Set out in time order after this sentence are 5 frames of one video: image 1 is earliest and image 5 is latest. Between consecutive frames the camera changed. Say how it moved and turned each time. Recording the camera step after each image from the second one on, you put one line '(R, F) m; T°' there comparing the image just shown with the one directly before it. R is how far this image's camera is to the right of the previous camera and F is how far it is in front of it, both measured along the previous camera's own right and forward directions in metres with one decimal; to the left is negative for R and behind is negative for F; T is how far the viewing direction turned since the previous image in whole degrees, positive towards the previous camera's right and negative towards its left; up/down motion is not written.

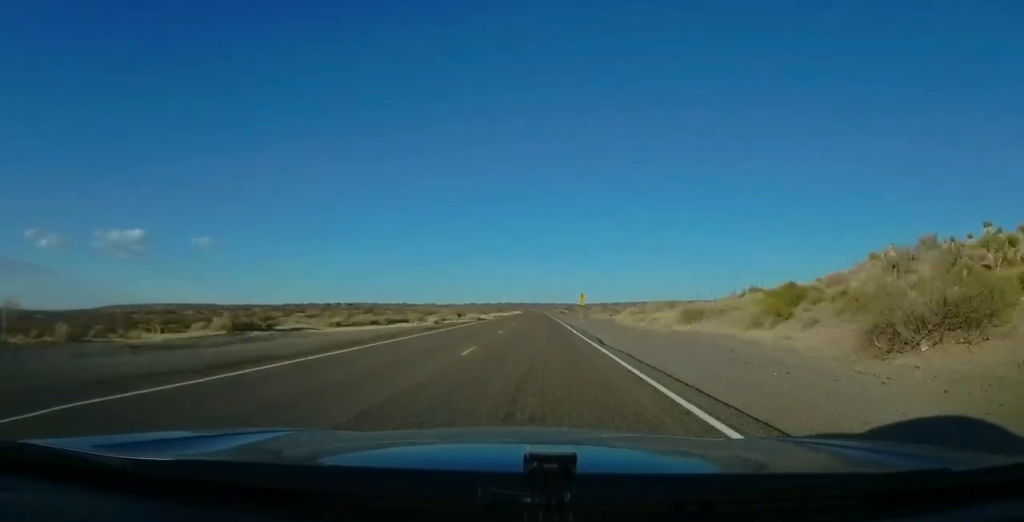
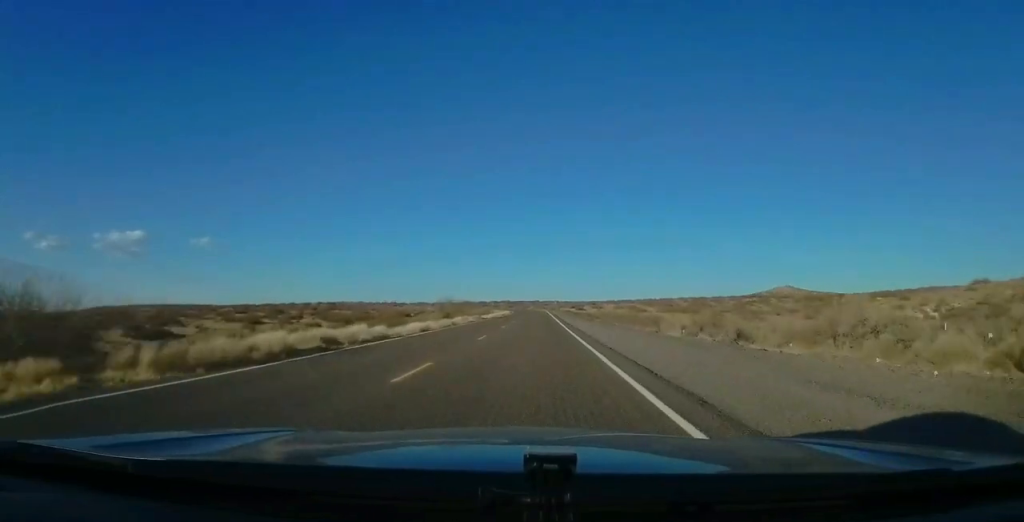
(+1.1, +78.4) m; +1°
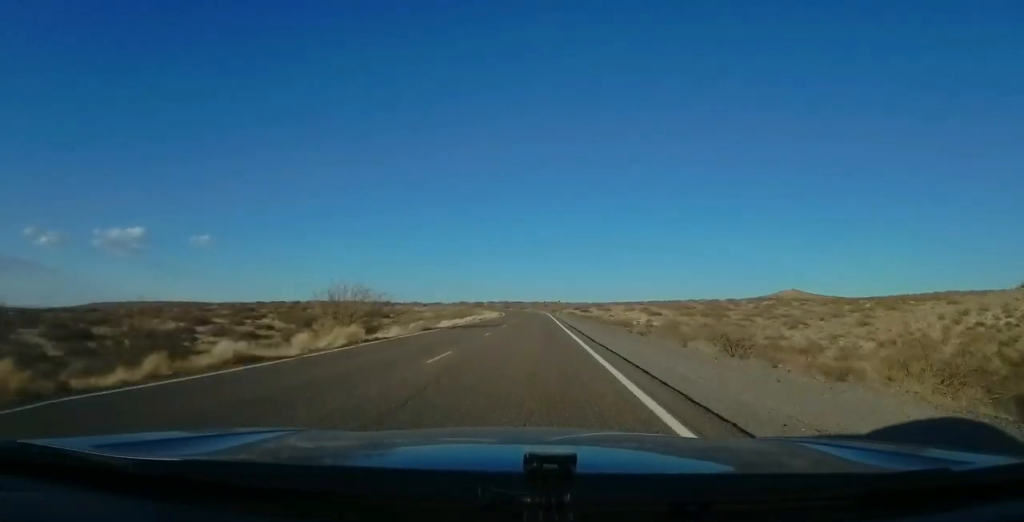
(0.0, +33.2) m; 0°
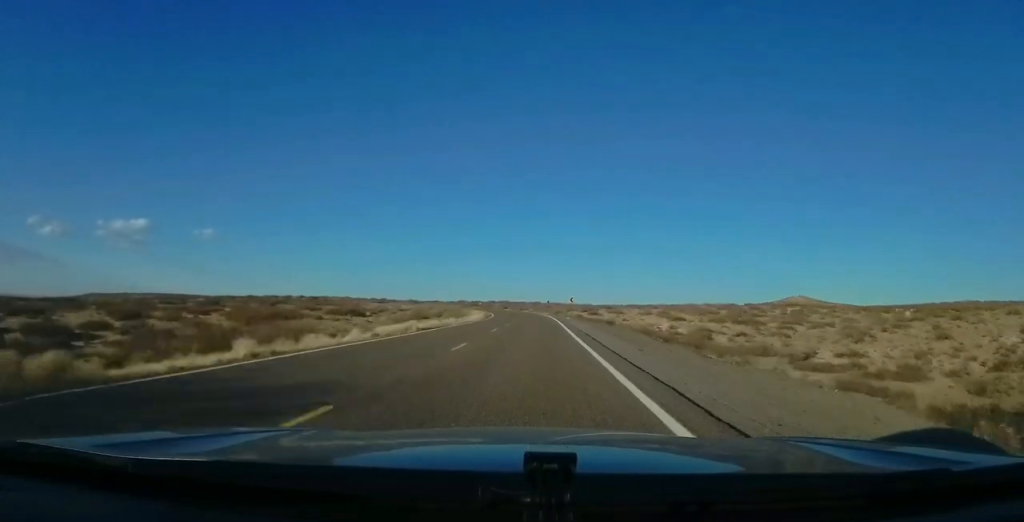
(-0.2, +33.2) m; -1°
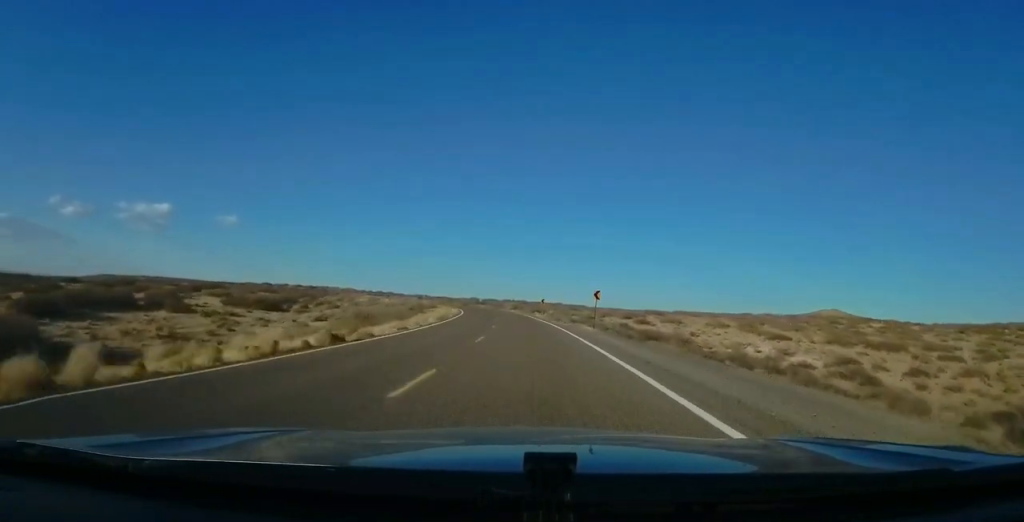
(-1.1, +69.1) m; -3°
